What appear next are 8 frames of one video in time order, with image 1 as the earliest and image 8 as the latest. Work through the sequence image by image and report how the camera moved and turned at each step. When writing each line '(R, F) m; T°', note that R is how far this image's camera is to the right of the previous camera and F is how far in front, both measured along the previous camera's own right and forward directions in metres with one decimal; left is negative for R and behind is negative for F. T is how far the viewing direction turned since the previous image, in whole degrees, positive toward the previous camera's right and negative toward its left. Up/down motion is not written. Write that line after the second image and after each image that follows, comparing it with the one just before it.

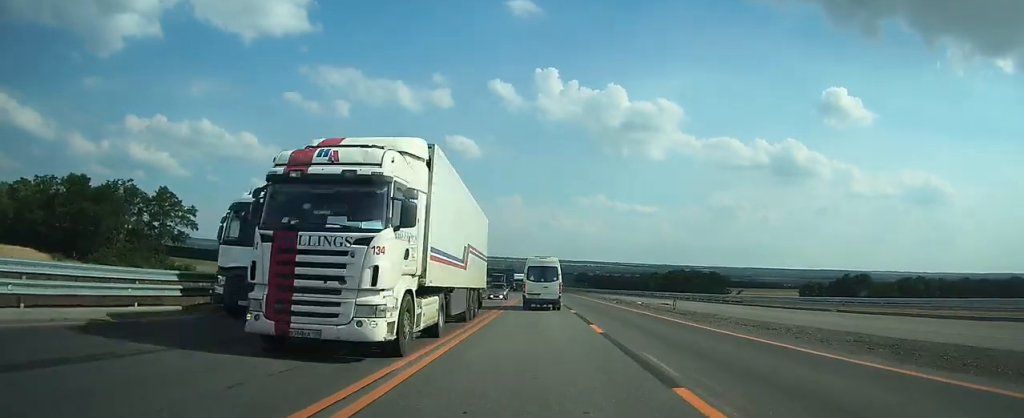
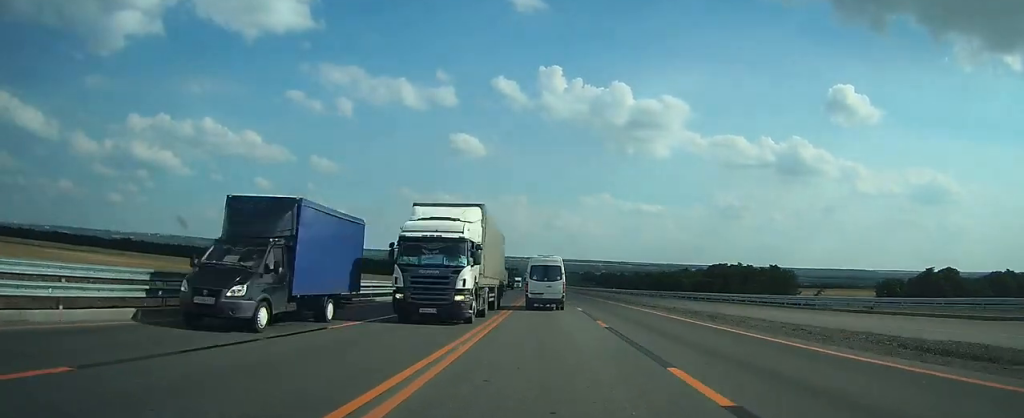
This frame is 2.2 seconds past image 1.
(-0.3, +58.7) m; 0°
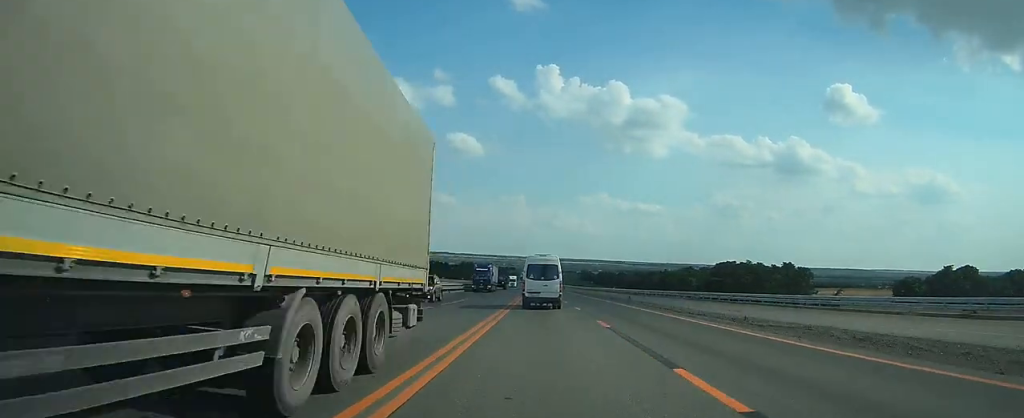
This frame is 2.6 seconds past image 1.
(0.0, +12.5) m; 0°
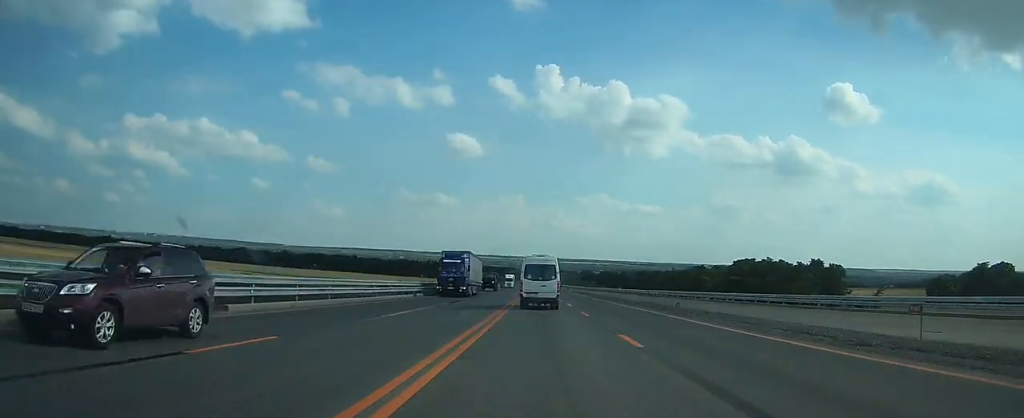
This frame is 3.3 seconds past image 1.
(0.0, +17.9) m; 0°
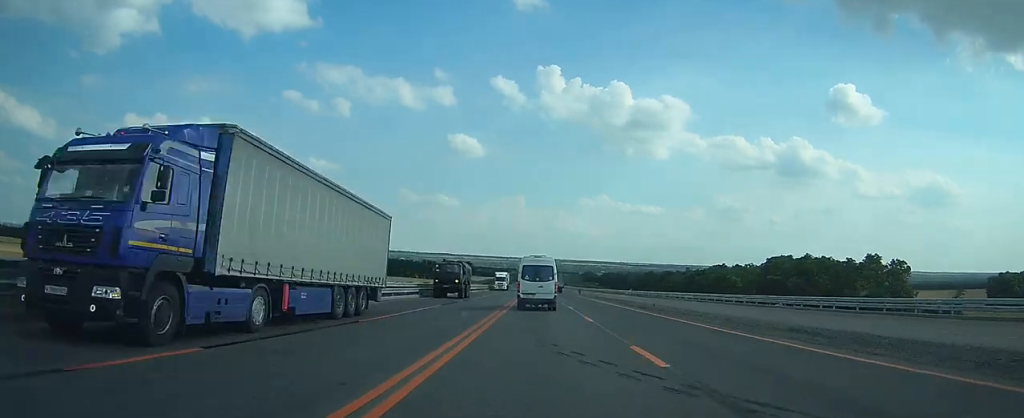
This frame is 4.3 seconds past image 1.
(0.0, +26.8) m; 0°
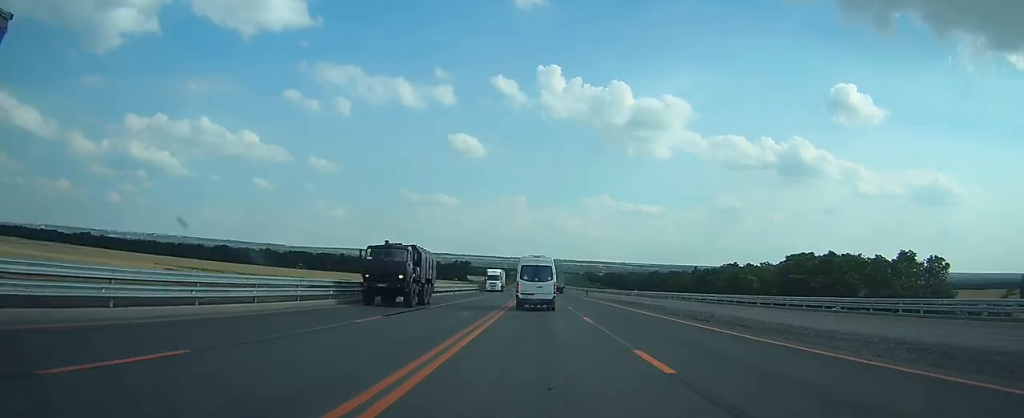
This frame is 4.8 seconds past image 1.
(0.0, +12.5) m; 0°
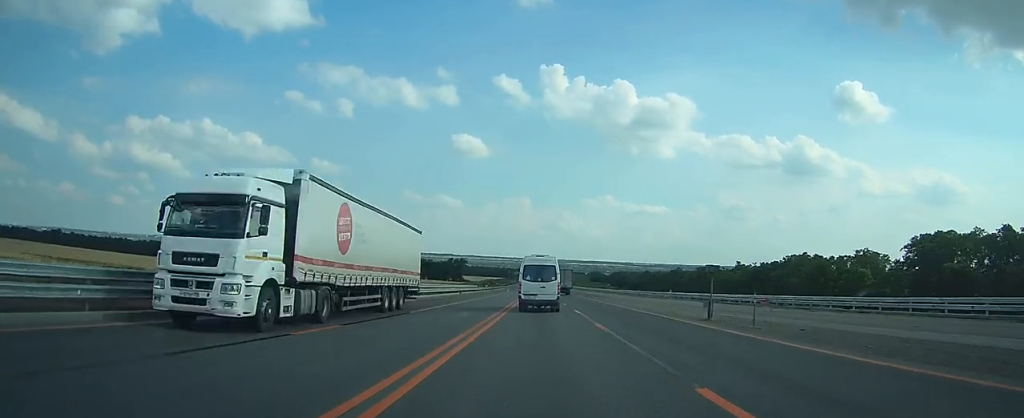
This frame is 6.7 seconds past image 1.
(-0.3, +51.9) m; 0°
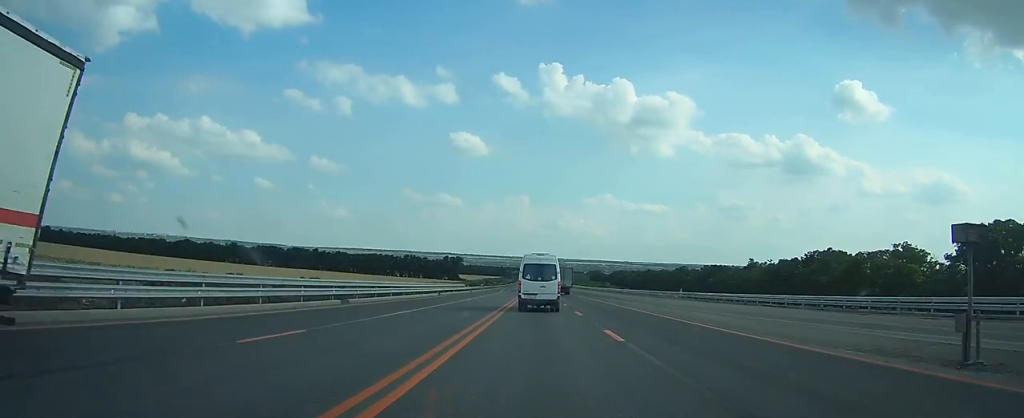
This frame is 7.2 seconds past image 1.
(0.0, +14.4) m; 0°
